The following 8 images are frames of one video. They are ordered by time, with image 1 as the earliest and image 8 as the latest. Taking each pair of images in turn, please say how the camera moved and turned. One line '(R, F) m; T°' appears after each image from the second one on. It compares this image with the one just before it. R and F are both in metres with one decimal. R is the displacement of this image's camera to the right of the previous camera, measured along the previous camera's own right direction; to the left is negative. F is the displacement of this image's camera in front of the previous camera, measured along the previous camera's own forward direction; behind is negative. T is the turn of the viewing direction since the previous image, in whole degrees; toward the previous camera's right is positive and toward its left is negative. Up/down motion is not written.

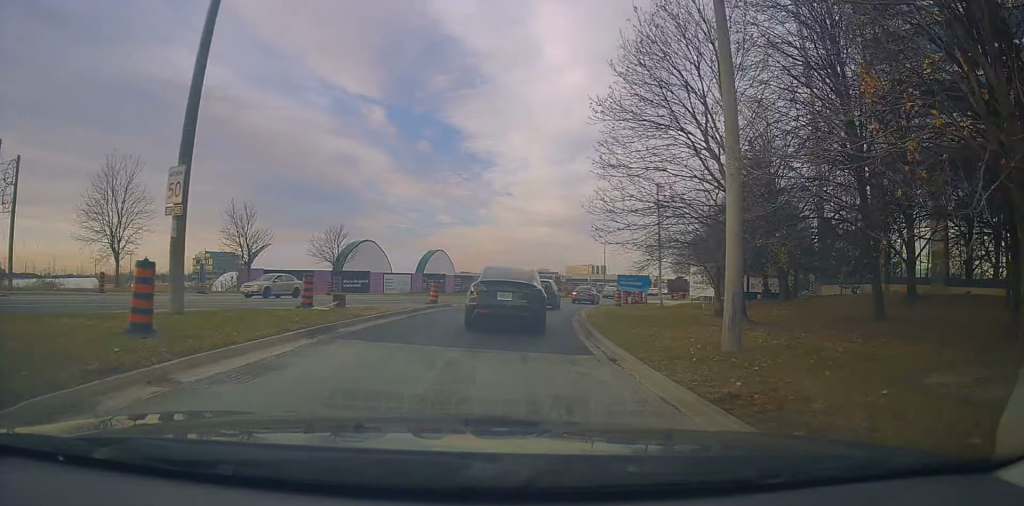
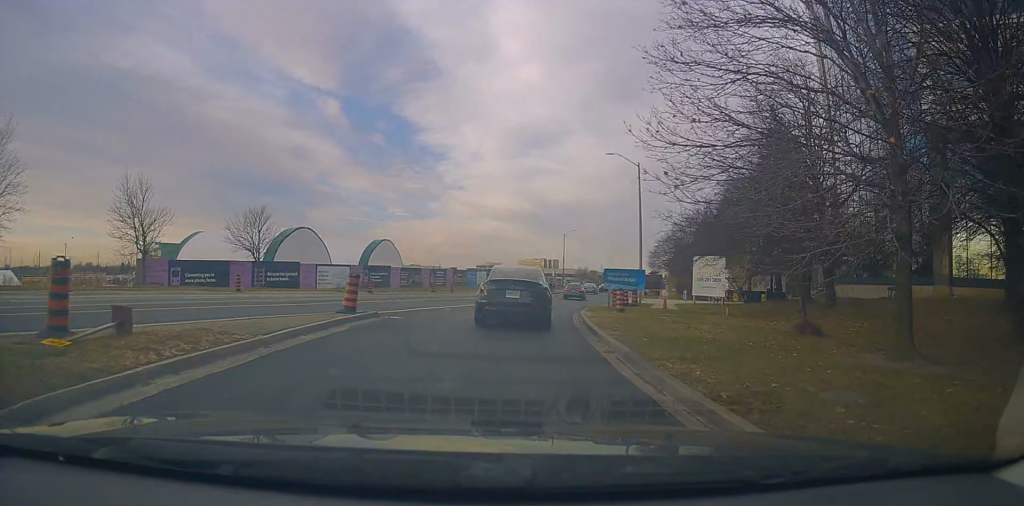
(-0.4, +9.1) m; +3°
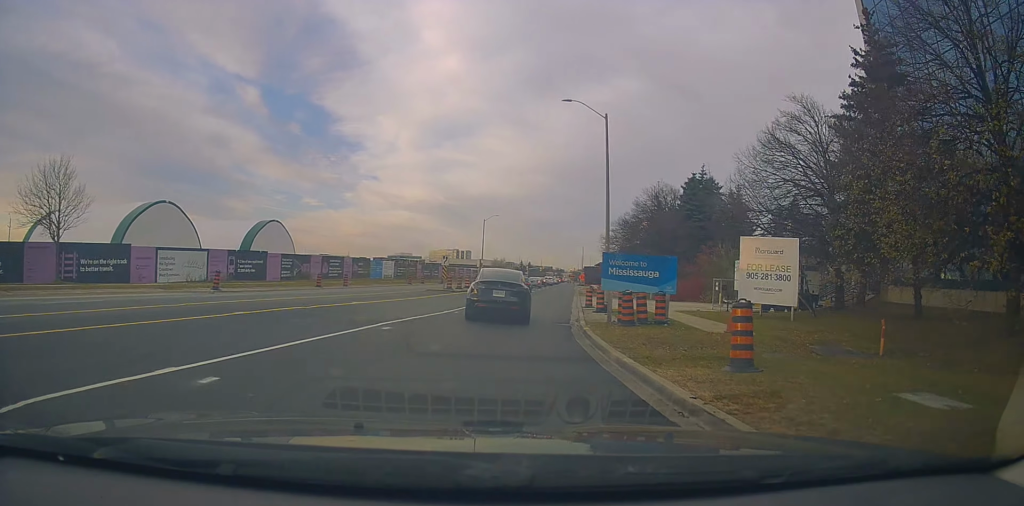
(+1.7, +15.3) m; +10°
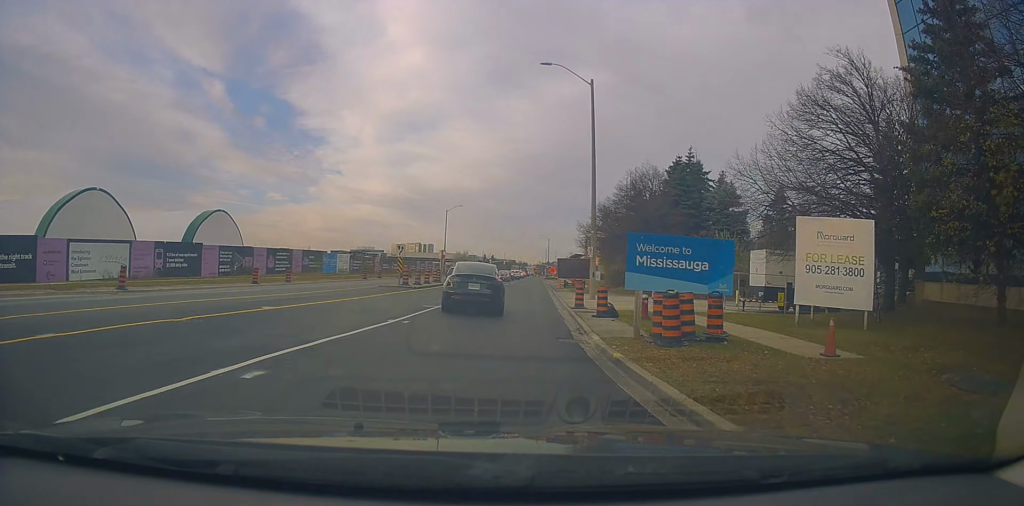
(+0.3, +6.1) m; +3°
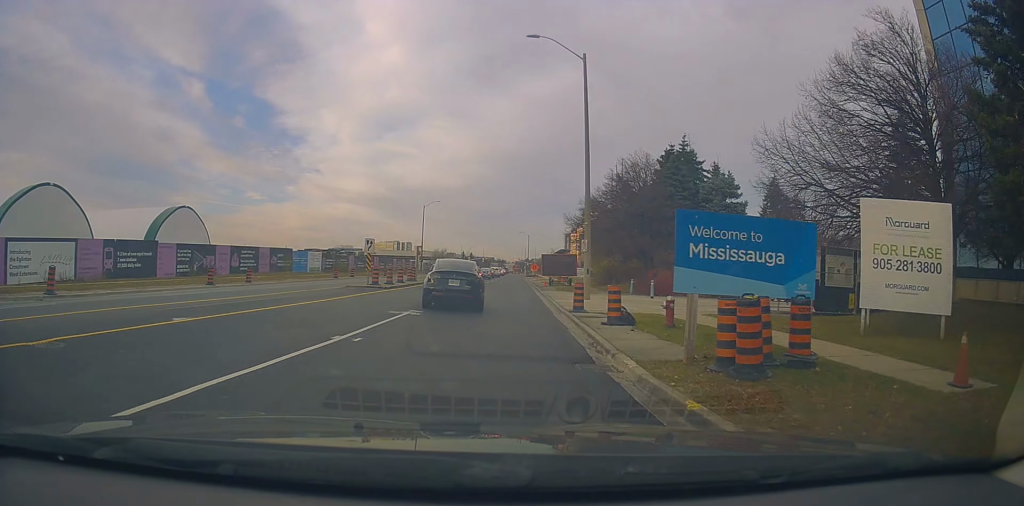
(+0.2, +4.0) m; +2°
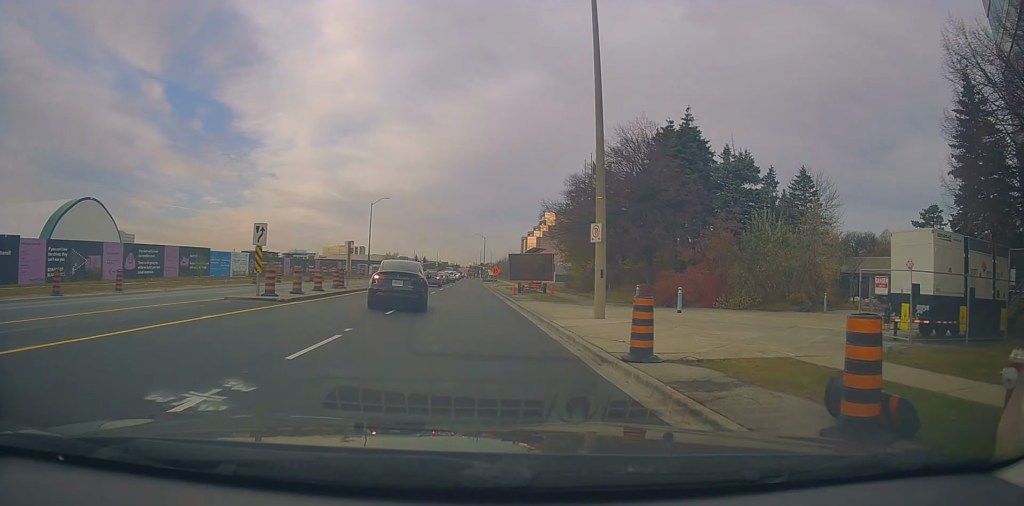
(+0.2, +10.9) m; +4°
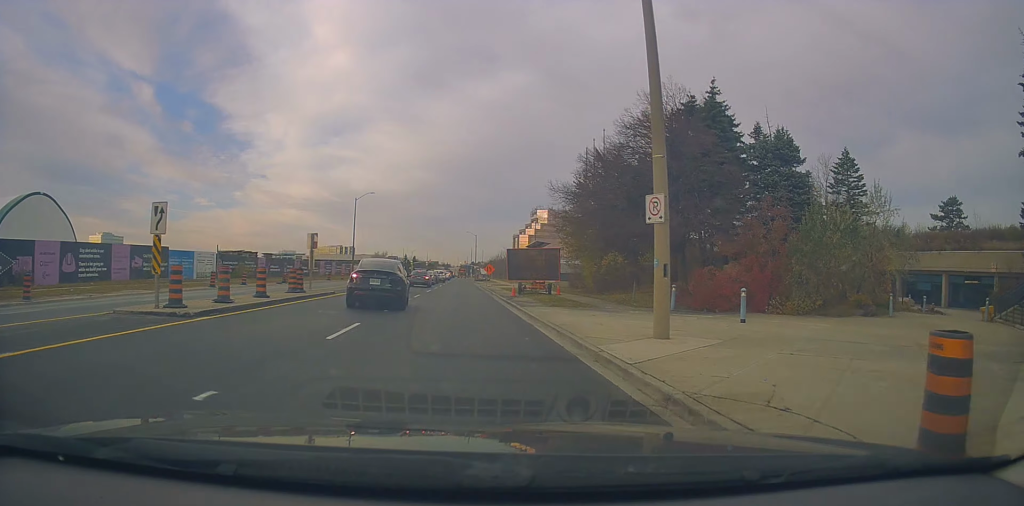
(+0.2, +6.6) m; +3°
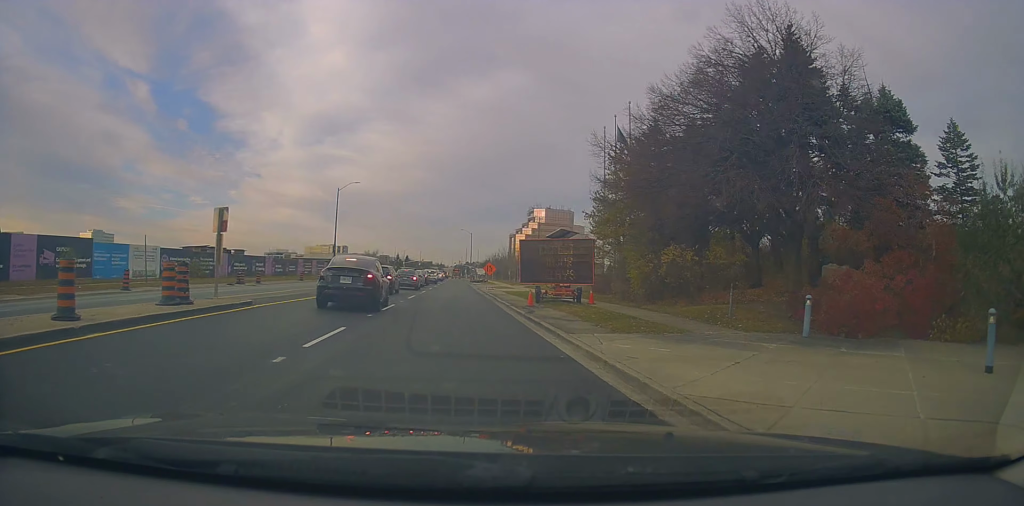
(+0.3, +9.7) m; +4°
